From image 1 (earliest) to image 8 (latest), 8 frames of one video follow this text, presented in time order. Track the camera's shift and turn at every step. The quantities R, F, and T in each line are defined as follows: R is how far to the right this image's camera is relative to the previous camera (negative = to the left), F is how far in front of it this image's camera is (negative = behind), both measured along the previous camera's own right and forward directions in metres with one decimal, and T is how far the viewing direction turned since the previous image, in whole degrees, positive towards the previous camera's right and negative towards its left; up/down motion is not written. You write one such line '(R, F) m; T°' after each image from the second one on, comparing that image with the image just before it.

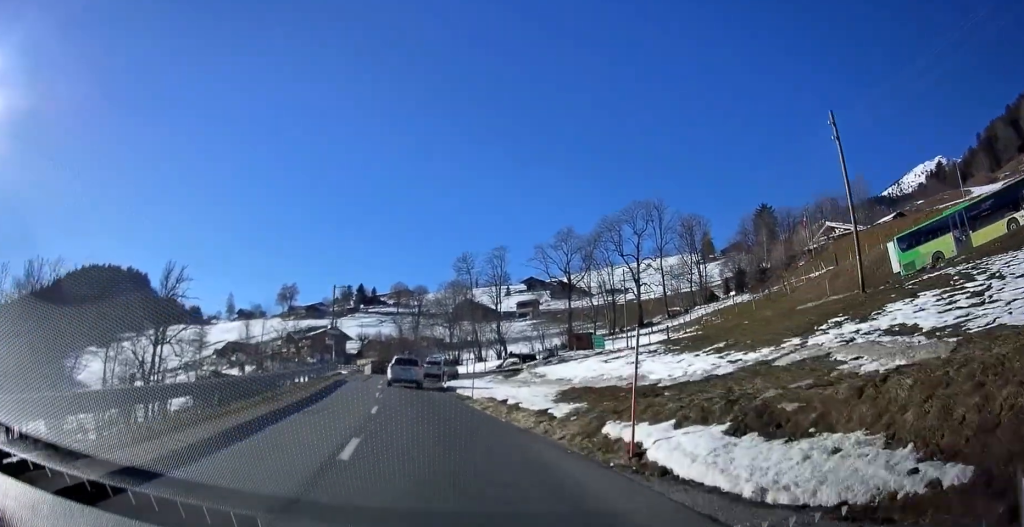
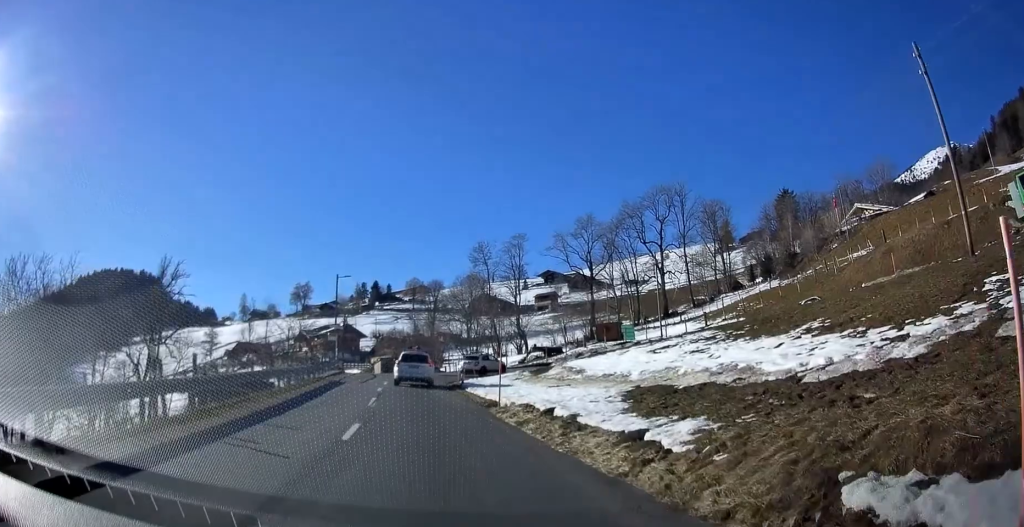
(-0.2, +5.9) m; -1°
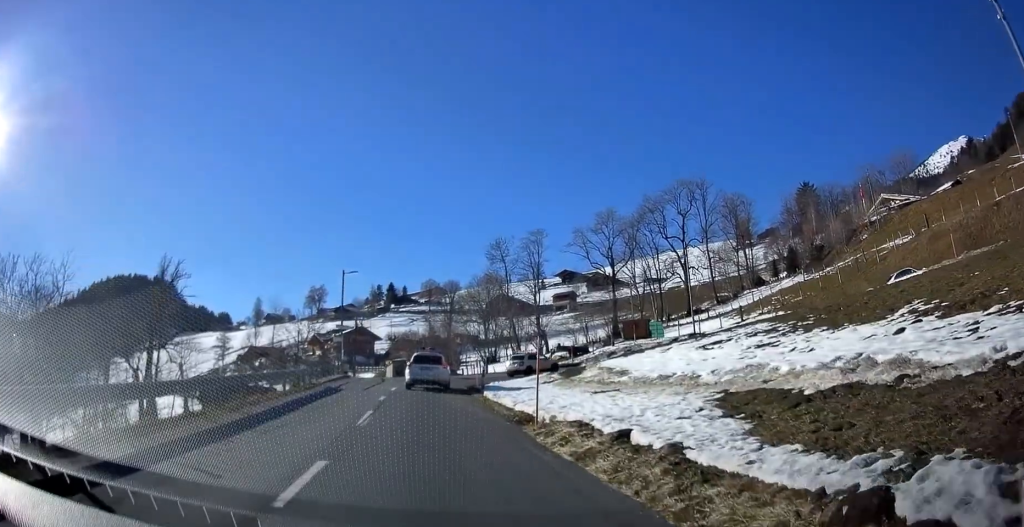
(0.0, +4.7) m; -1°
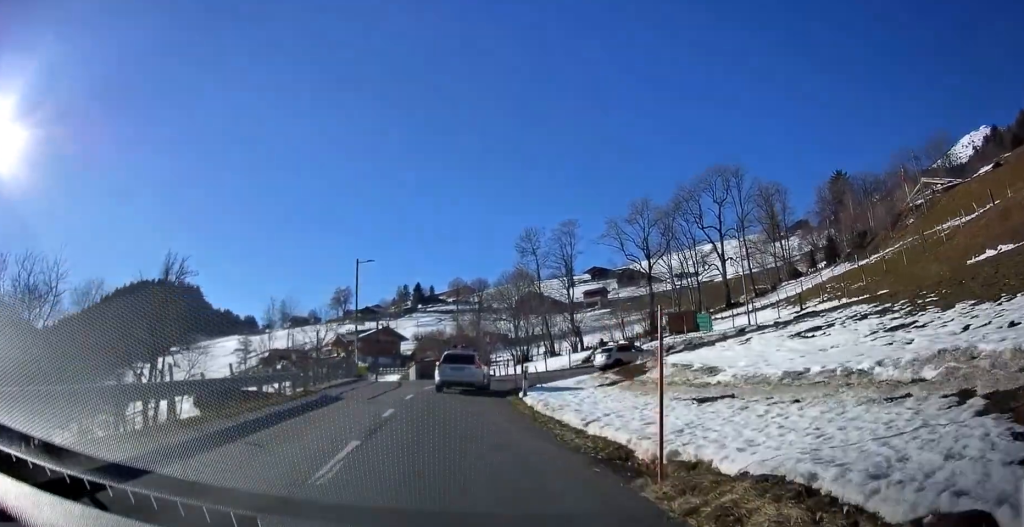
(+0.1, +5.8) m; -1°
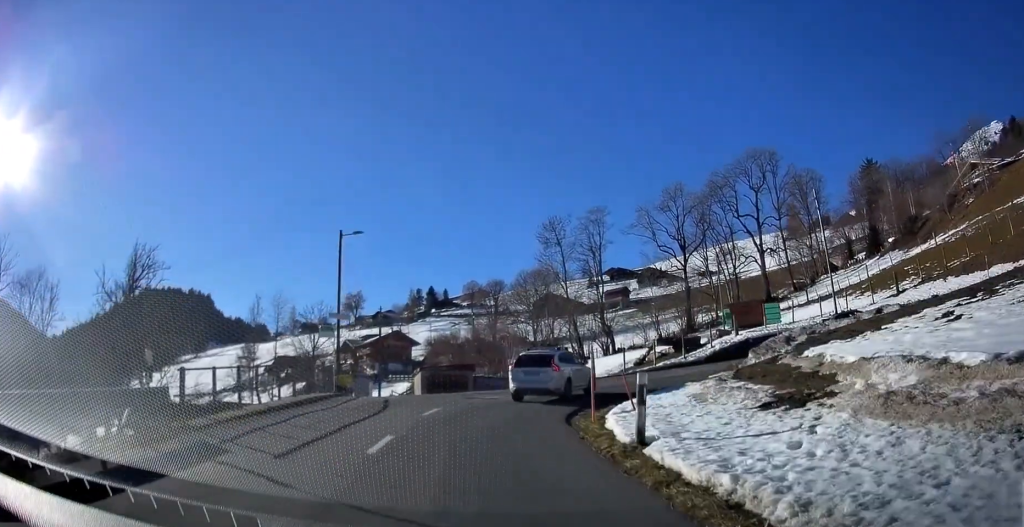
(-0.4, +11.3) m; -2°
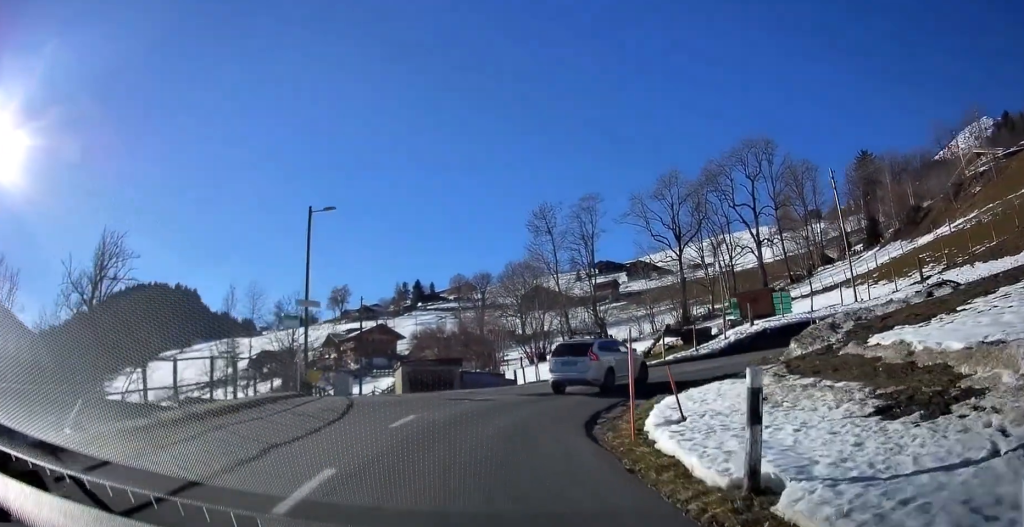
(0.0, +4.0) m; +1°
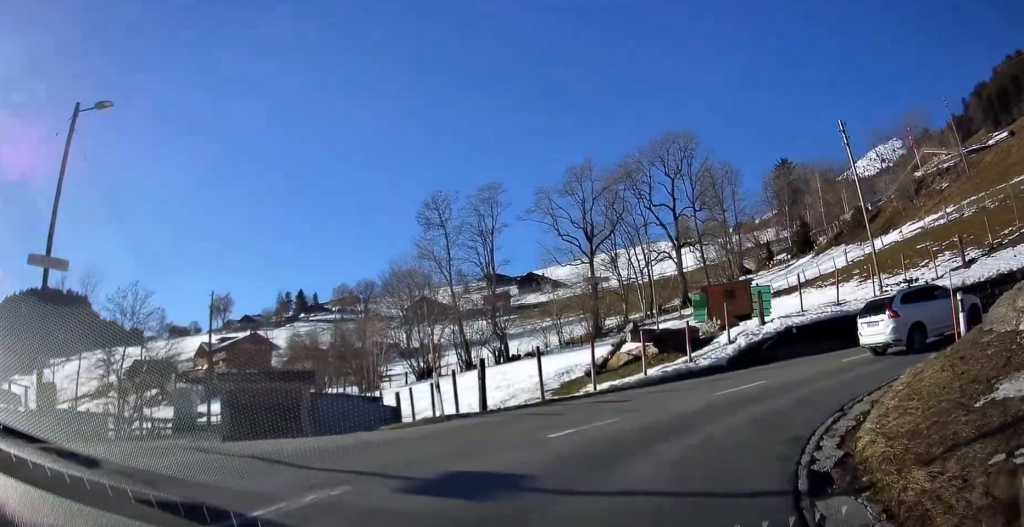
(+1.2, +13.1) m; +17°
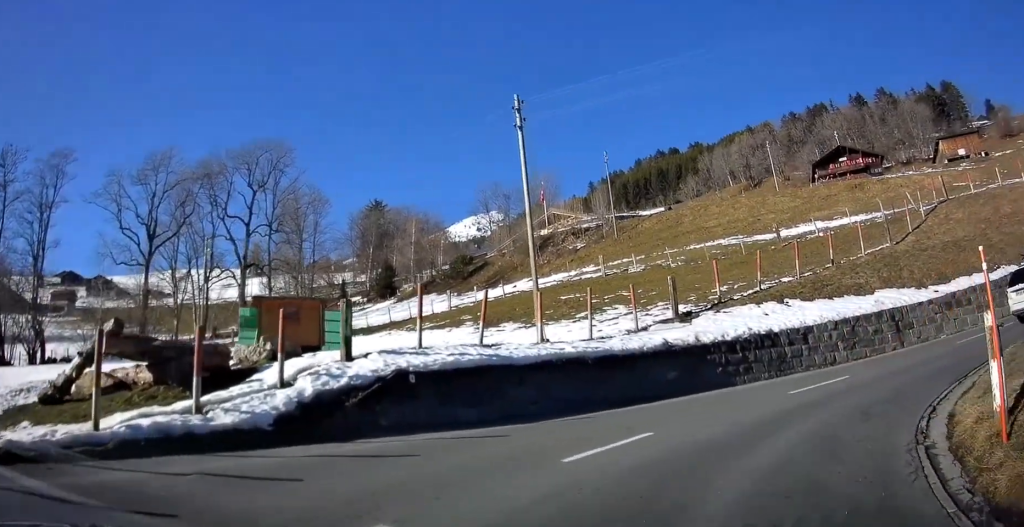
(+2.5, +9.4) m; +36°
